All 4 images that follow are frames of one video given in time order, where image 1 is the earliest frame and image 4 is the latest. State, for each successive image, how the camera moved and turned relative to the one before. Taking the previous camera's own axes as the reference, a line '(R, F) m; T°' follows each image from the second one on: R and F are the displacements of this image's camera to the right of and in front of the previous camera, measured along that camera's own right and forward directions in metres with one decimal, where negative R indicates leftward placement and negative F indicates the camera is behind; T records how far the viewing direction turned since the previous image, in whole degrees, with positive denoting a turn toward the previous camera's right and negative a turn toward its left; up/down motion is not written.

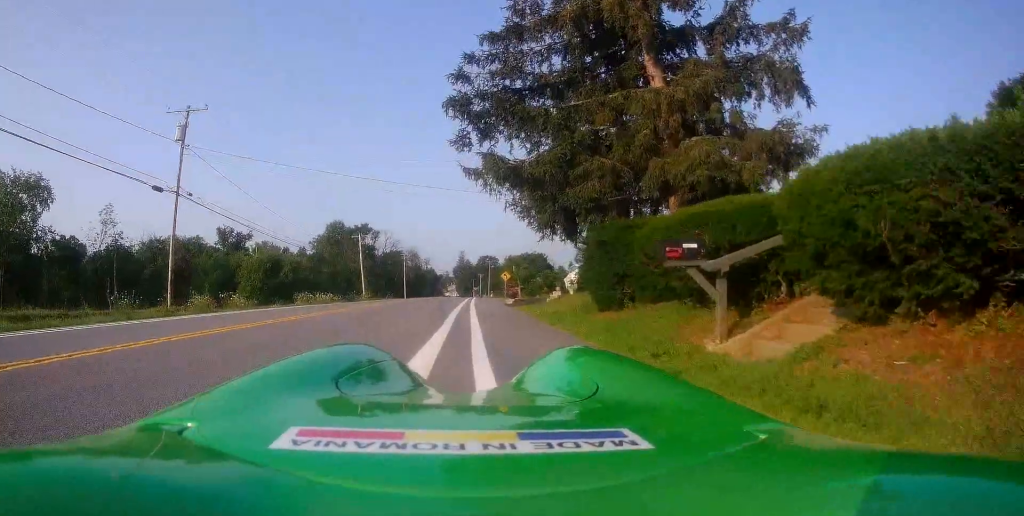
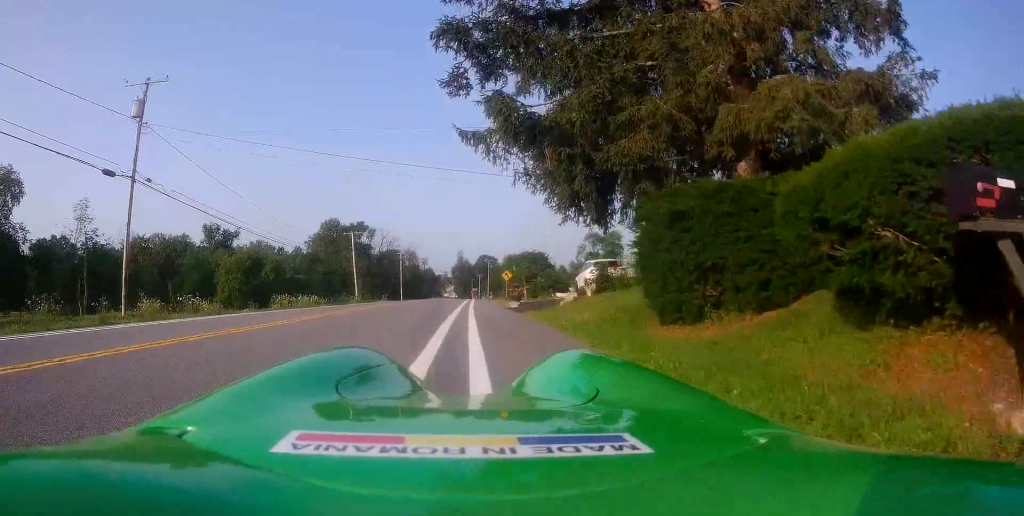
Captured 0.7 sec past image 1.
(+0.4, +4.1) m; +1°
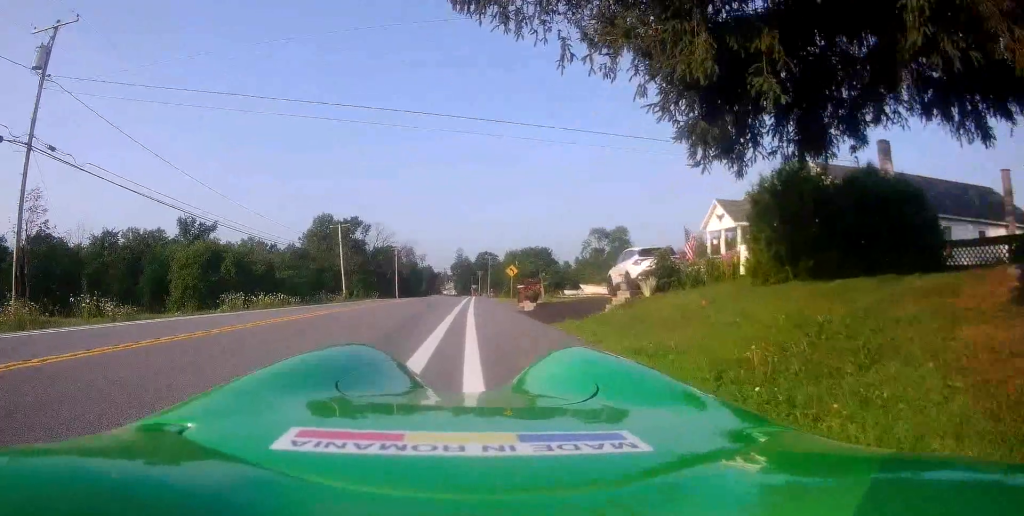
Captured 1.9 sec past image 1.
(-0.6, +7.0) m; -5°
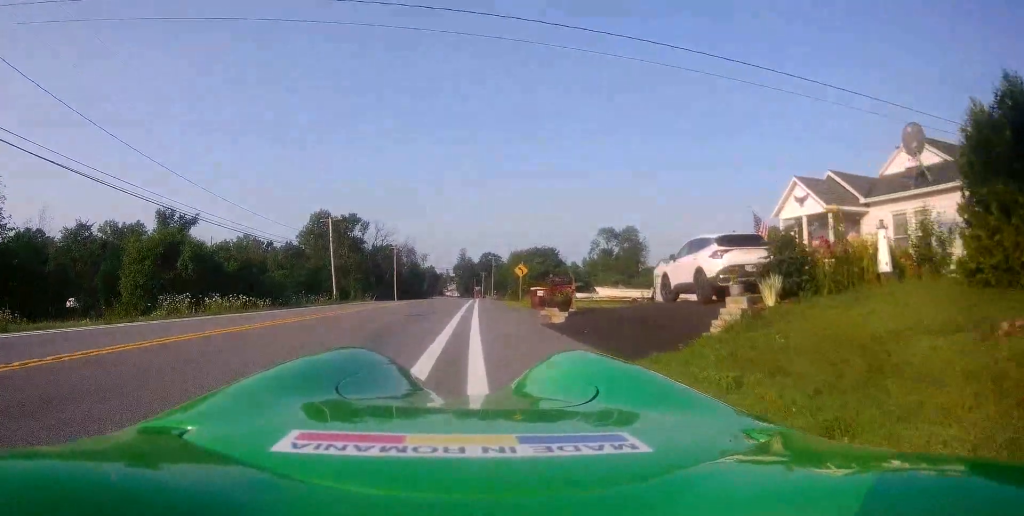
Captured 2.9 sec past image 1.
(0.0, +6.1) m; -1°
